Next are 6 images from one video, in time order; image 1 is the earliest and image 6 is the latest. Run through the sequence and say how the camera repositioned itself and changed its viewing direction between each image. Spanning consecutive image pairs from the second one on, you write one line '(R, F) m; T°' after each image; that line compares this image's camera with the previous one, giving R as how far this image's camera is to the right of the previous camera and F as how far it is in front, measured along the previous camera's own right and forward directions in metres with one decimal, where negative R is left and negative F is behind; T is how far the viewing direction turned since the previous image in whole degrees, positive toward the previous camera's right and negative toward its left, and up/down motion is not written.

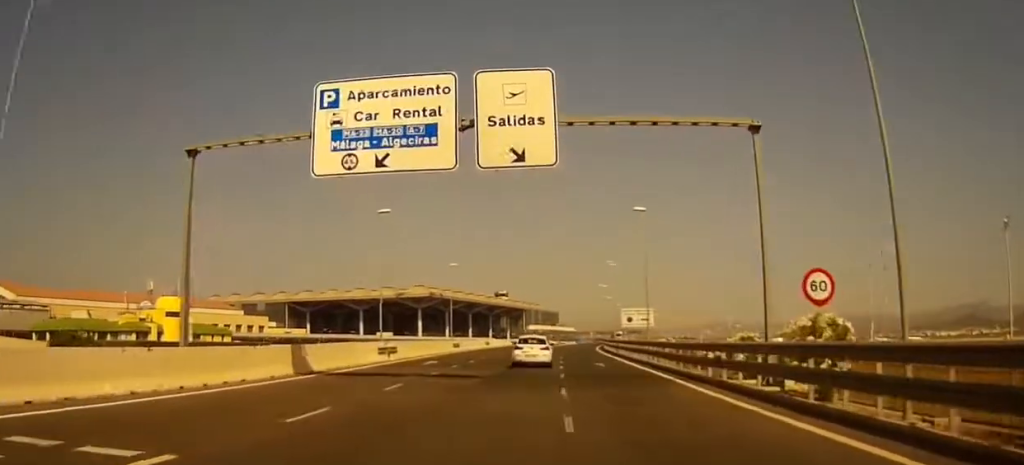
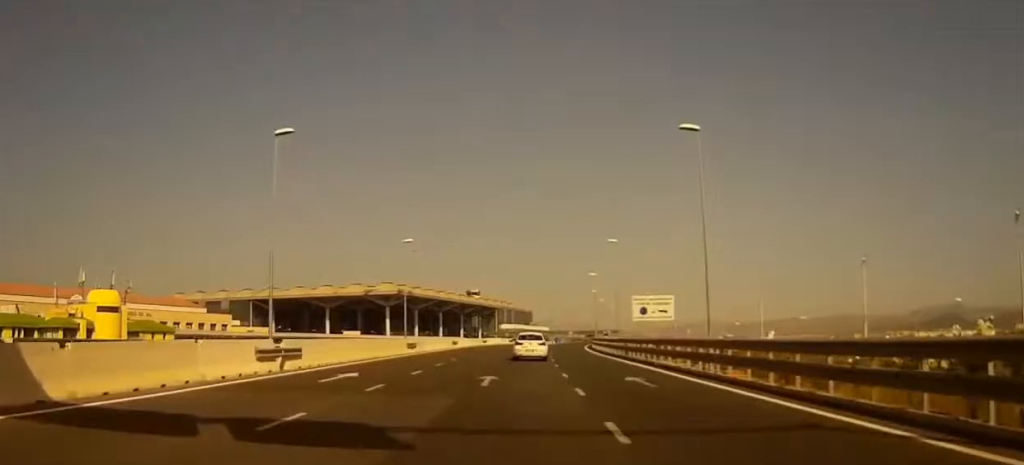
(+0.1, +17.1) m; +1°
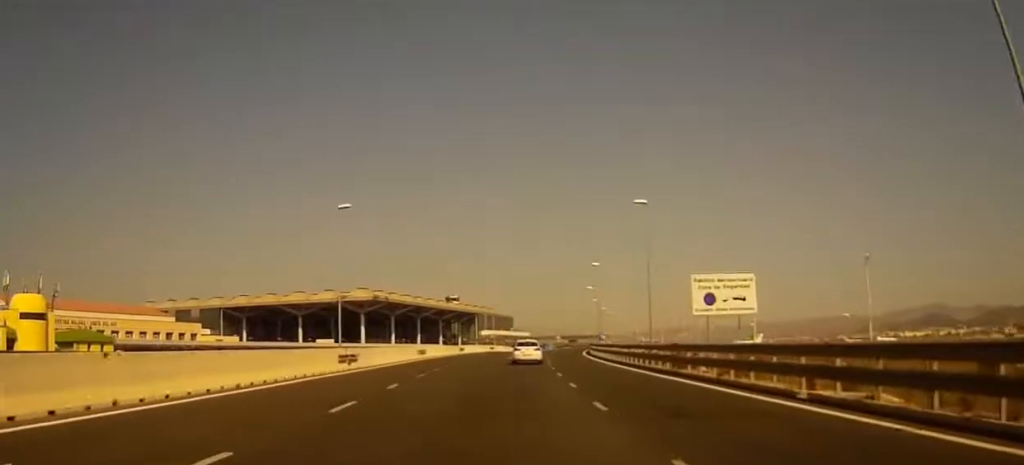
(+0.4, +18.9) m; +3°
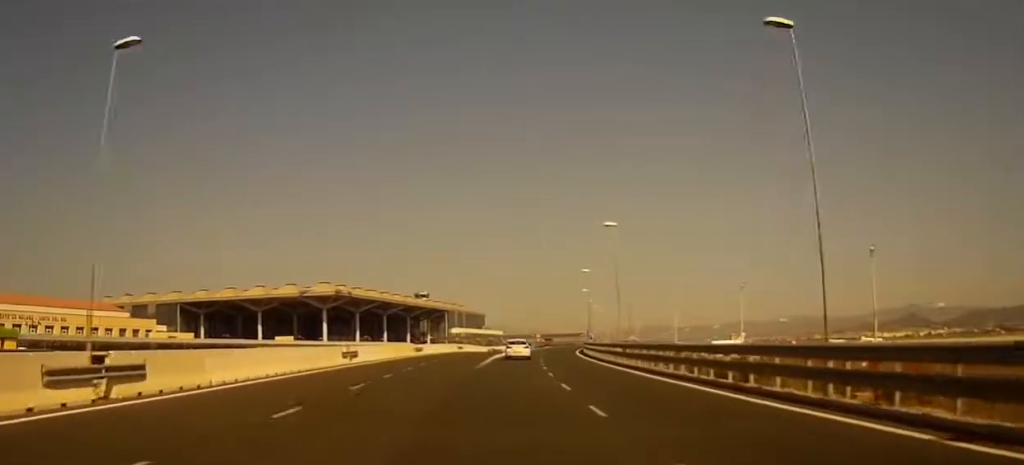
(+0.6, +24.1) m; +1°
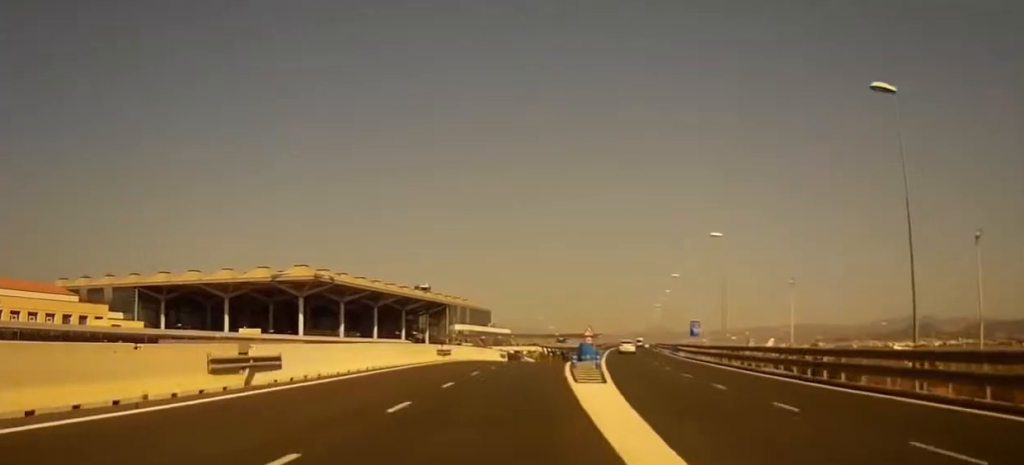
(+1.3, +60.4) m; +3°
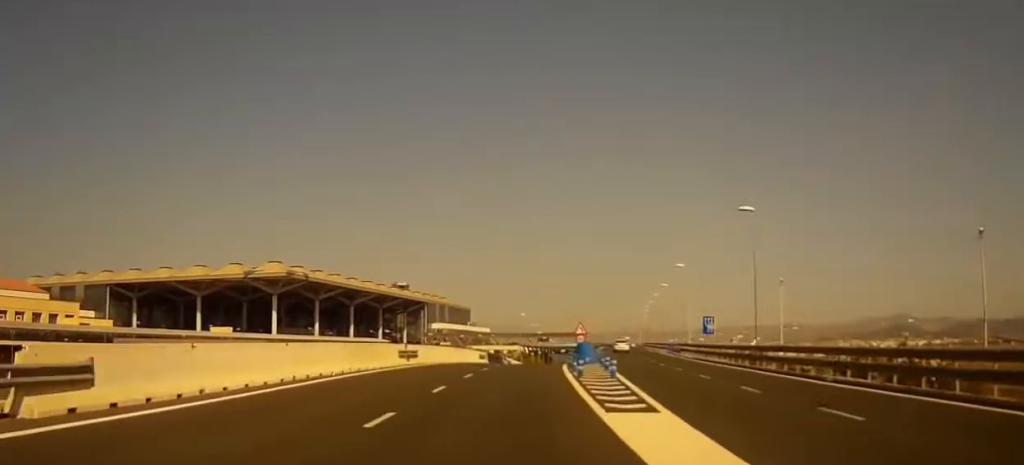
(0.0, +10.2) m; +1°
